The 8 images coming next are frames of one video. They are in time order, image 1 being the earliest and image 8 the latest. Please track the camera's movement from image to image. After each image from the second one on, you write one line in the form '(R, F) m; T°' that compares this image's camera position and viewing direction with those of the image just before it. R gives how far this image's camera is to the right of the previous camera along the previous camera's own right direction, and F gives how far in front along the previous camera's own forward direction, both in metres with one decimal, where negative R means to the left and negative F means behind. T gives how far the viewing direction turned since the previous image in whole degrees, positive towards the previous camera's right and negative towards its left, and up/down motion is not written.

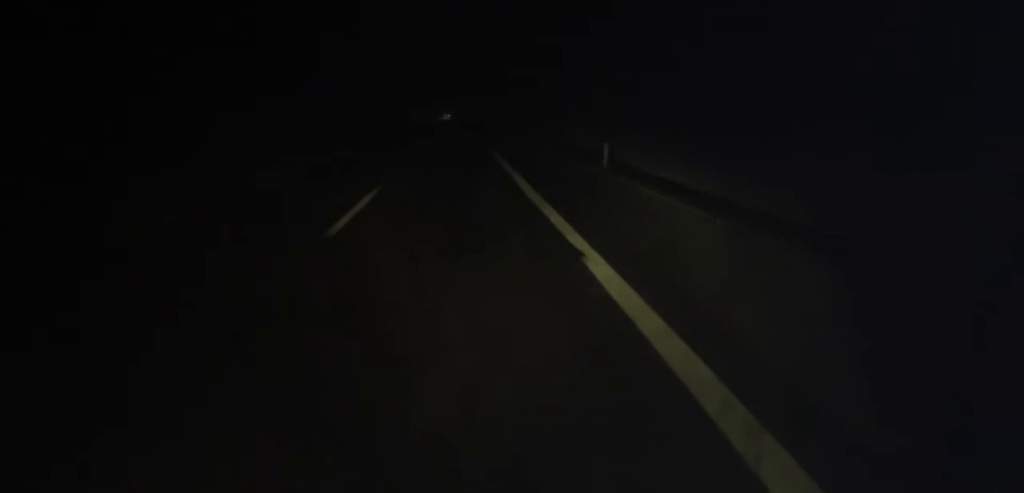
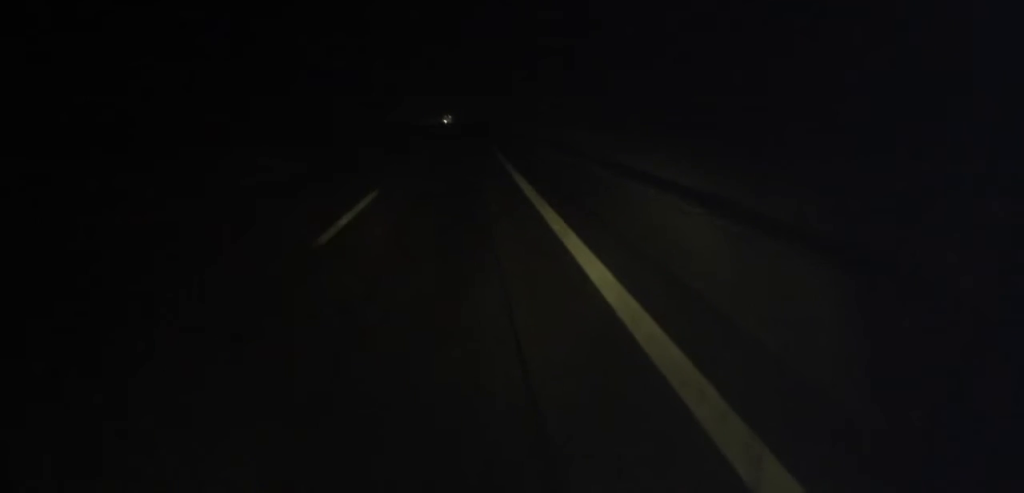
(-0.2, +18.7) m; 0°
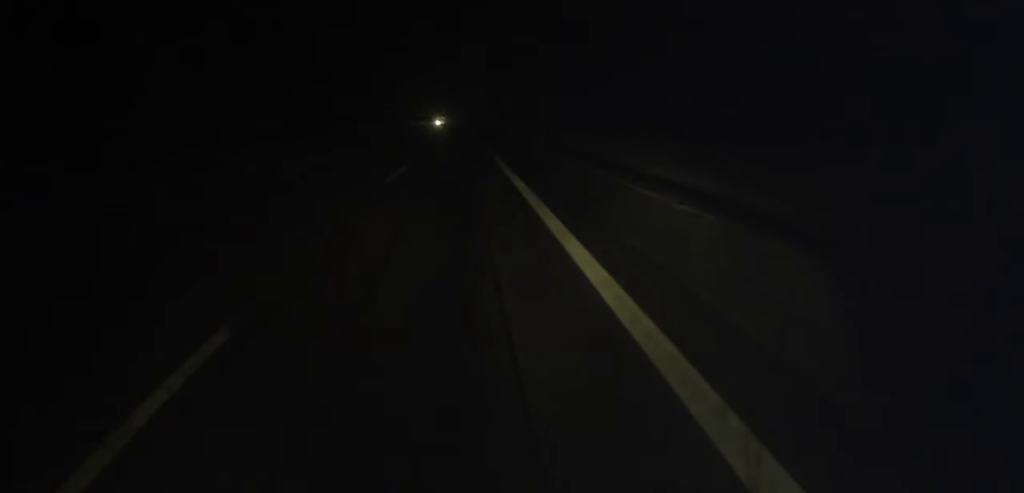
(+0.2, +9.3) m; 0°
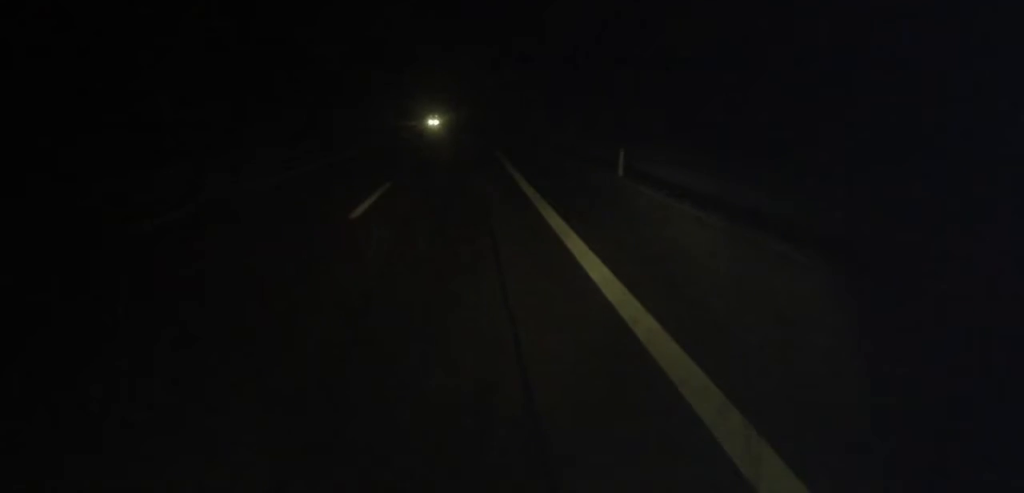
(-0.1, +23.3) m; -1°
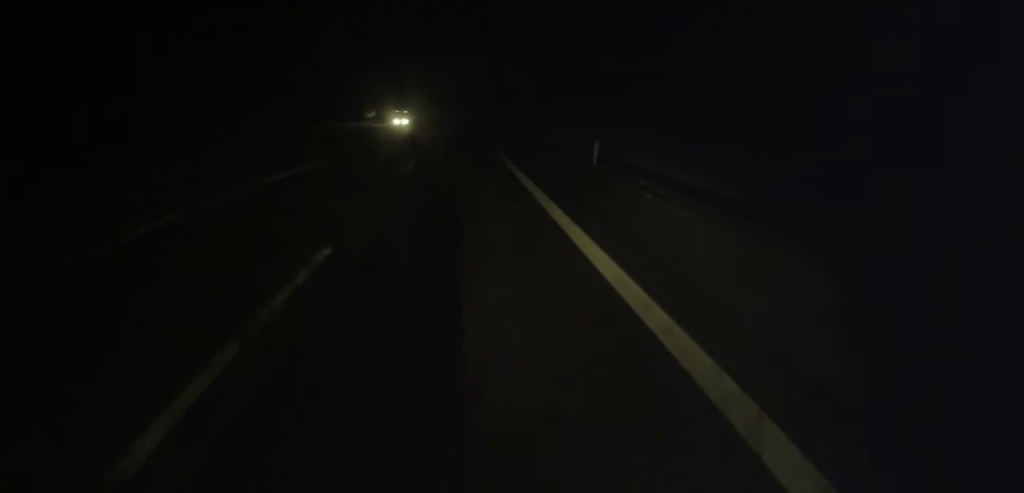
(-0.3, +44.7) m; 0°
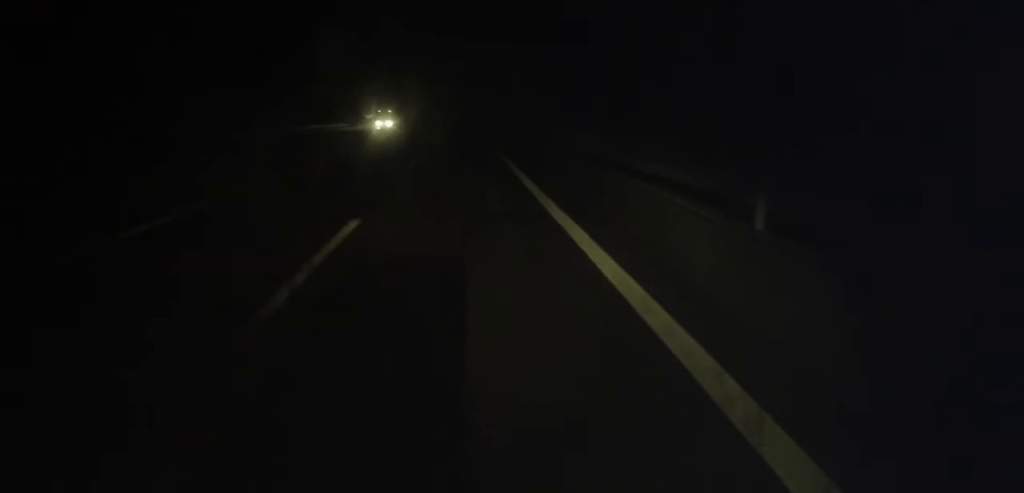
(0.0, +15.7) m; +1°
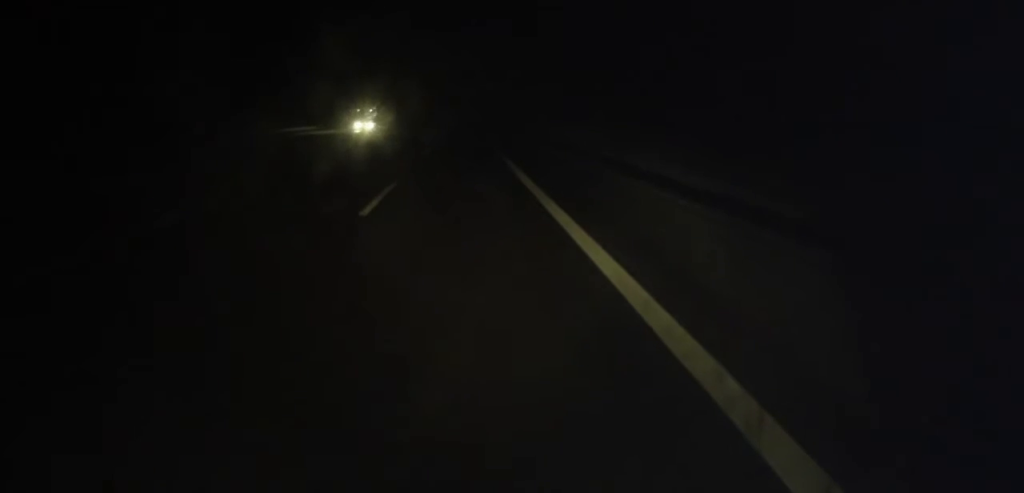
(+0.2, +11.0) m; +1°
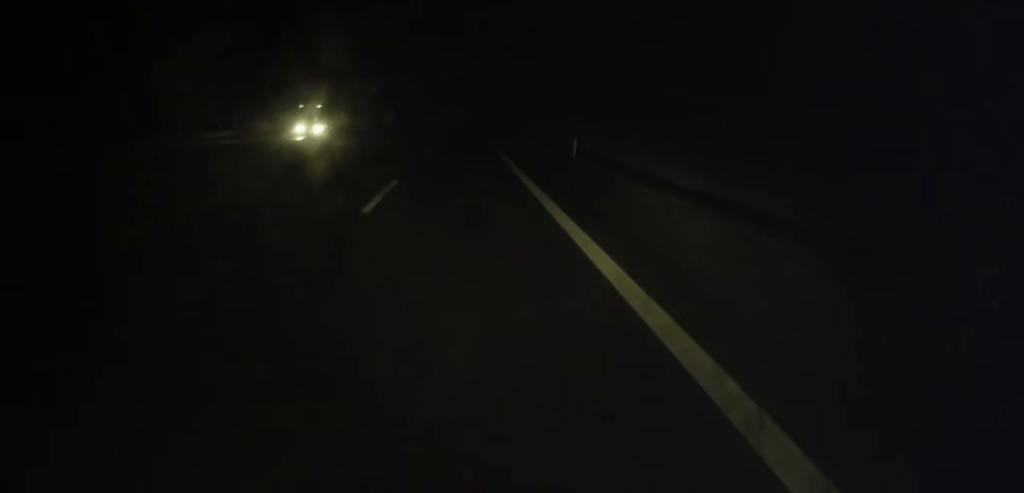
(+0.2, +17.3) m; 0°
